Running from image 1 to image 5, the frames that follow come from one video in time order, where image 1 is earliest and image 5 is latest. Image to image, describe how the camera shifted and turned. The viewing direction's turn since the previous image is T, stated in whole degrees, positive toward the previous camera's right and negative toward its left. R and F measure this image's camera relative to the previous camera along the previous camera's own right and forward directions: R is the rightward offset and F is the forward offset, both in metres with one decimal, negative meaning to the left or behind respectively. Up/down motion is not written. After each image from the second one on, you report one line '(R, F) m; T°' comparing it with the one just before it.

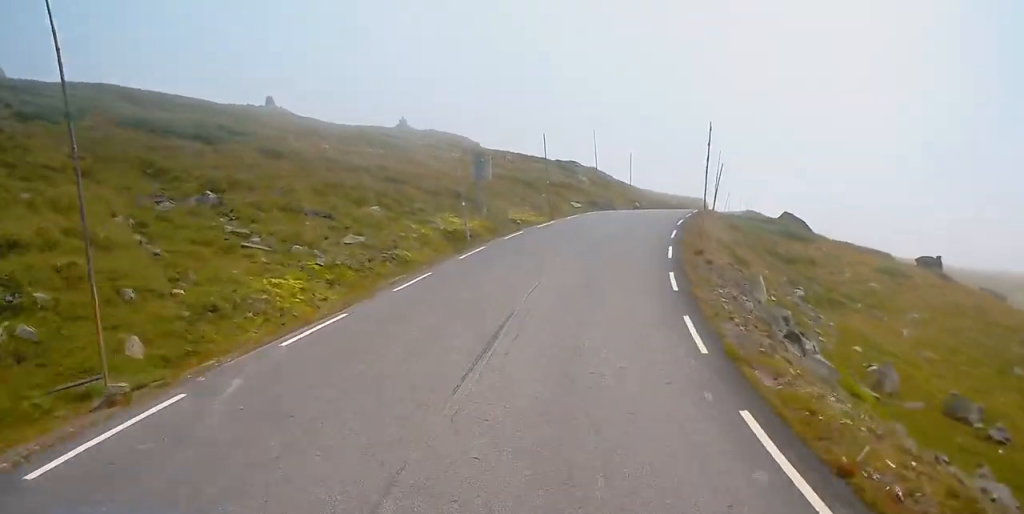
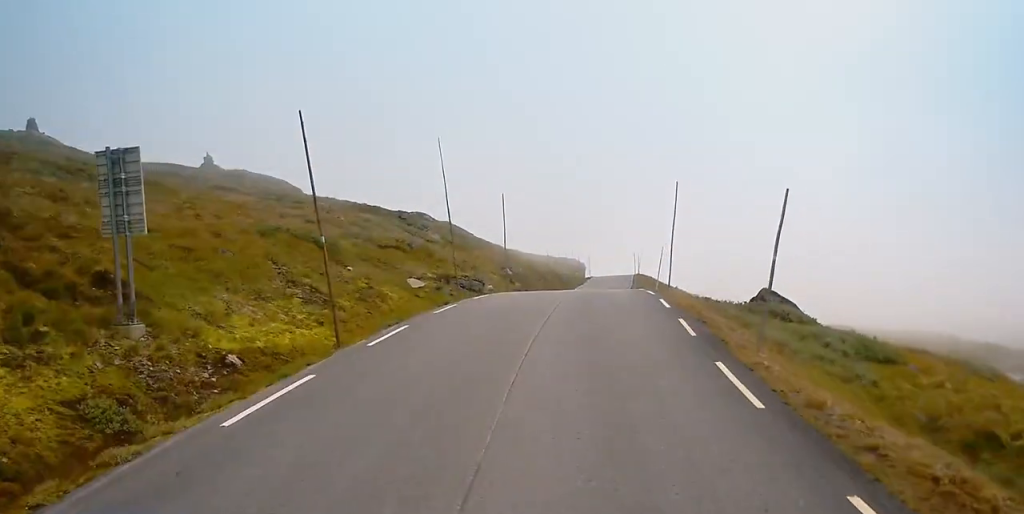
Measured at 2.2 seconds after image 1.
(+1.8, +25.7) m; +11°
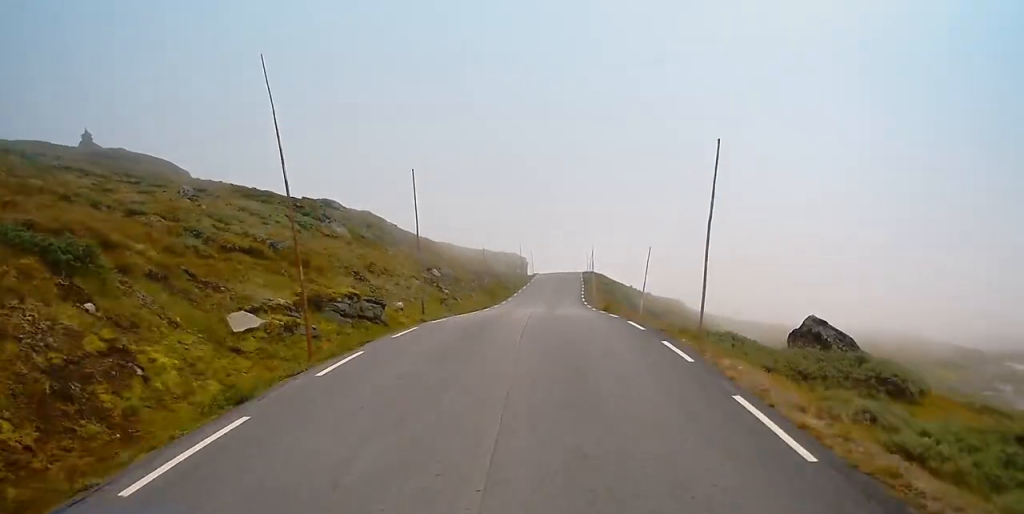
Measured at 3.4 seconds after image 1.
(+0.5, +13.9) m; +2°
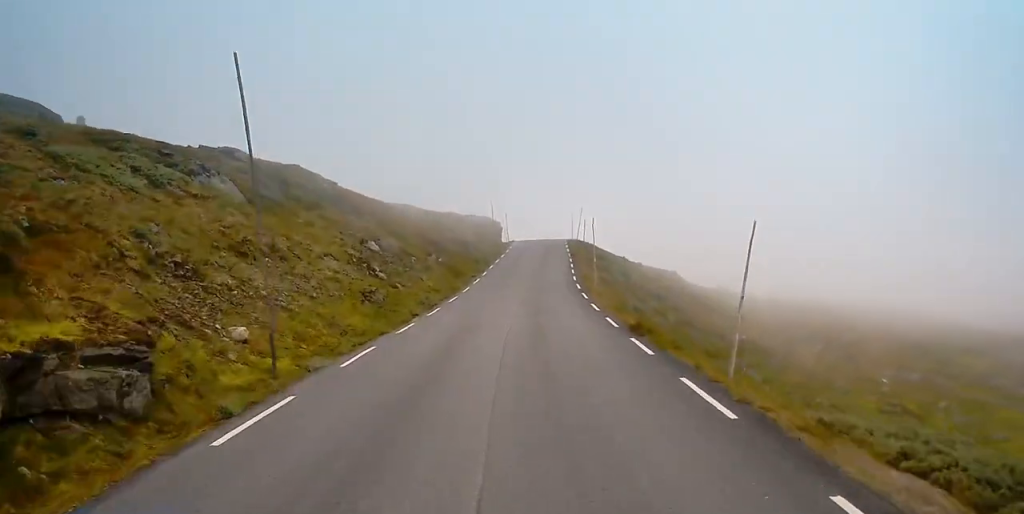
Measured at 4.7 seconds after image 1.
(0.0, +16.3) m; +2°
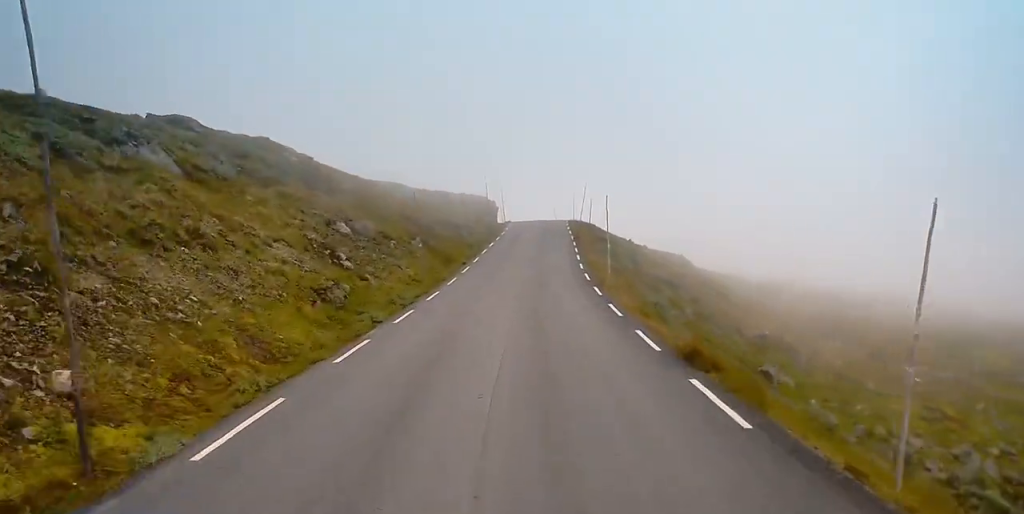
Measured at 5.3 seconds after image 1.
(+0.2, +6.7) m; 0°
